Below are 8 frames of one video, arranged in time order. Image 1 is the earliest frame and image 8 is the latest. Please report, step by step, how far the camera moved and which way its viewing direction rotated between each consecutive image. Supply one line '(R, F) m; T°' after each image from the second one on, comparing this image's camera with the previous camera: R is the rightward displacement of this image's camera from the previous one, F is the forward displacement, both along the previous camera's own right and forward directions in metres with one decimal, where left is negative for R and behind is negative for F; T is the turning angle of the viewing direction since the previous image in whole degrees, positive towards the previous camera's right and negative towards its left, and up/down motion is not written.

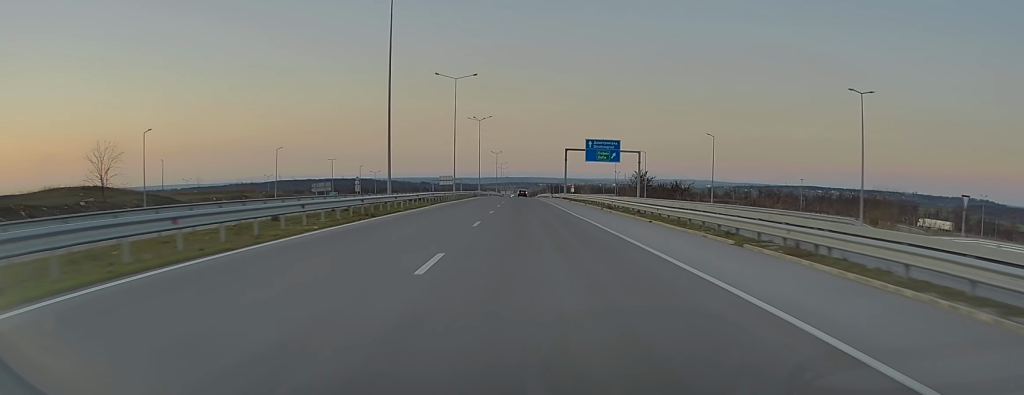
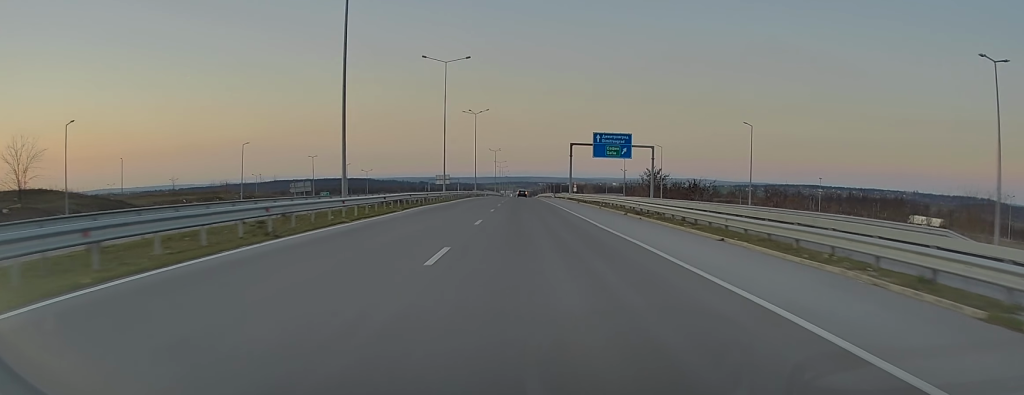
(-0.1, +10.9) m; 0°
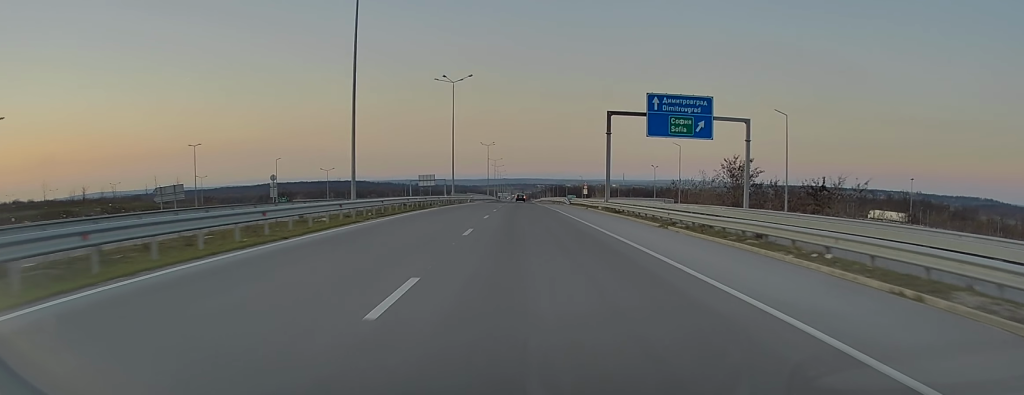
(+0.3, +39.9) m; 0°
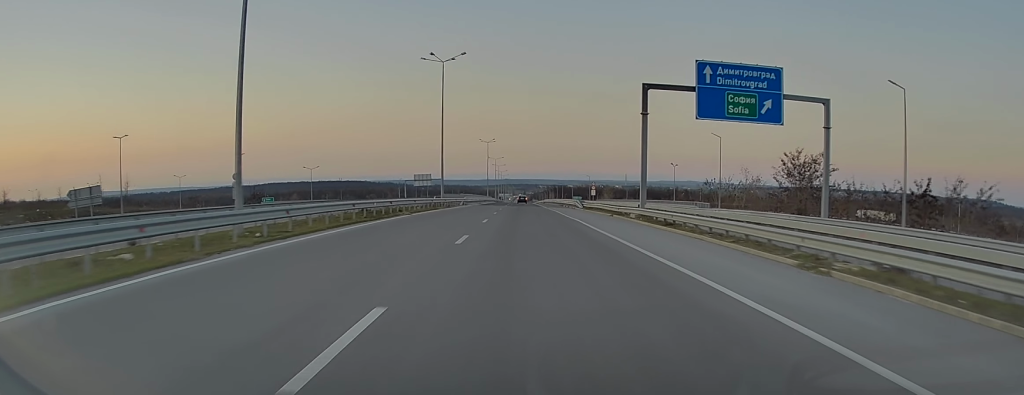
(0.0, +14.3) m; 0°
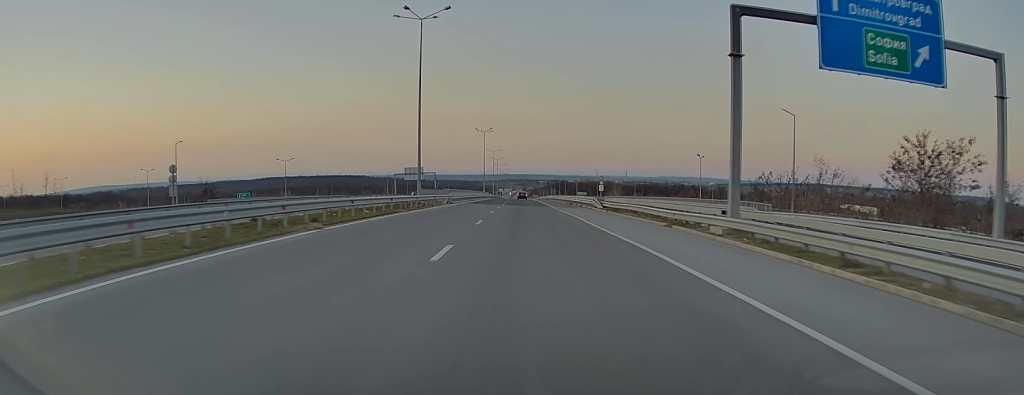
(+0.1, +16.5) m; 0°
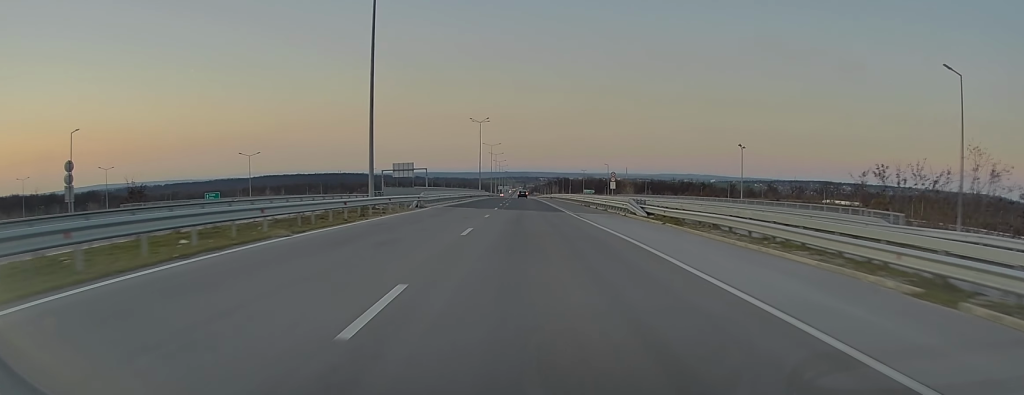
(0.0, +17.9) m; 0°
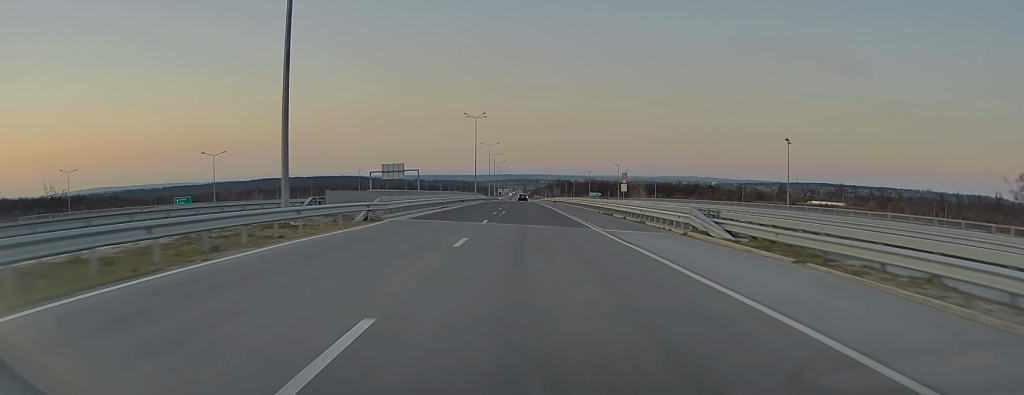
(-0.1, +13.8) m; 0°
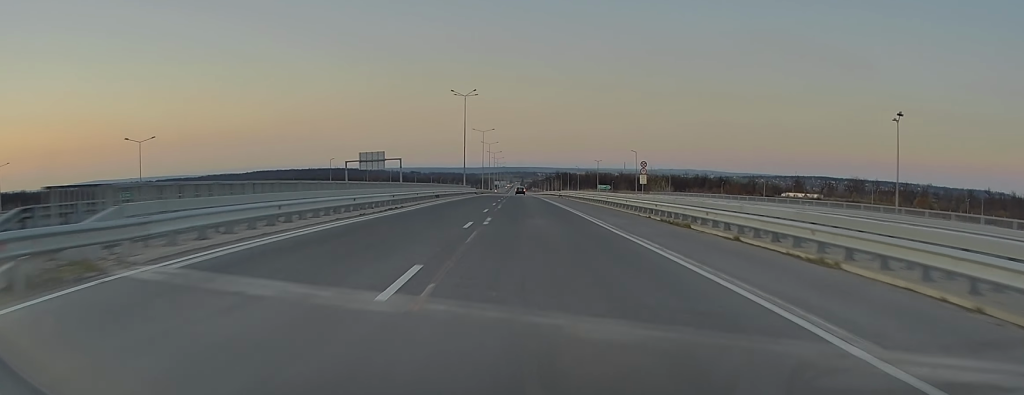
(+0.1, +20.1) m; 0°
